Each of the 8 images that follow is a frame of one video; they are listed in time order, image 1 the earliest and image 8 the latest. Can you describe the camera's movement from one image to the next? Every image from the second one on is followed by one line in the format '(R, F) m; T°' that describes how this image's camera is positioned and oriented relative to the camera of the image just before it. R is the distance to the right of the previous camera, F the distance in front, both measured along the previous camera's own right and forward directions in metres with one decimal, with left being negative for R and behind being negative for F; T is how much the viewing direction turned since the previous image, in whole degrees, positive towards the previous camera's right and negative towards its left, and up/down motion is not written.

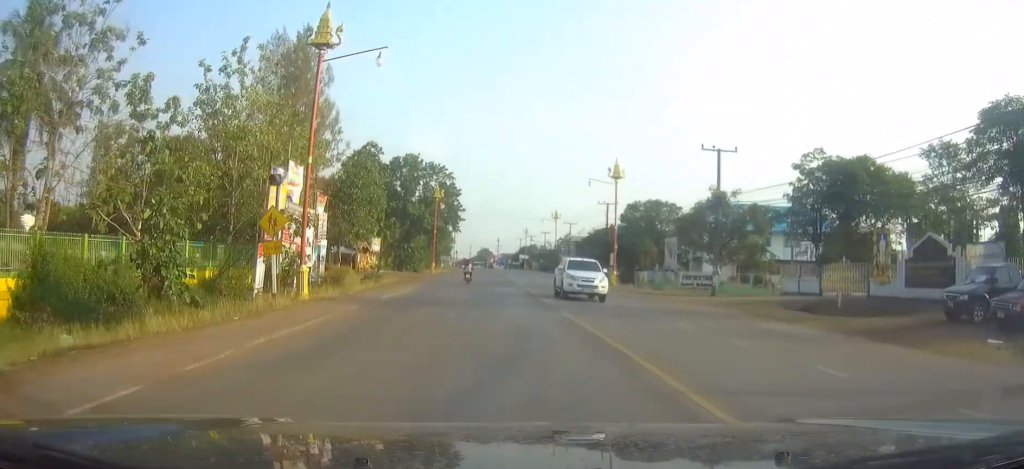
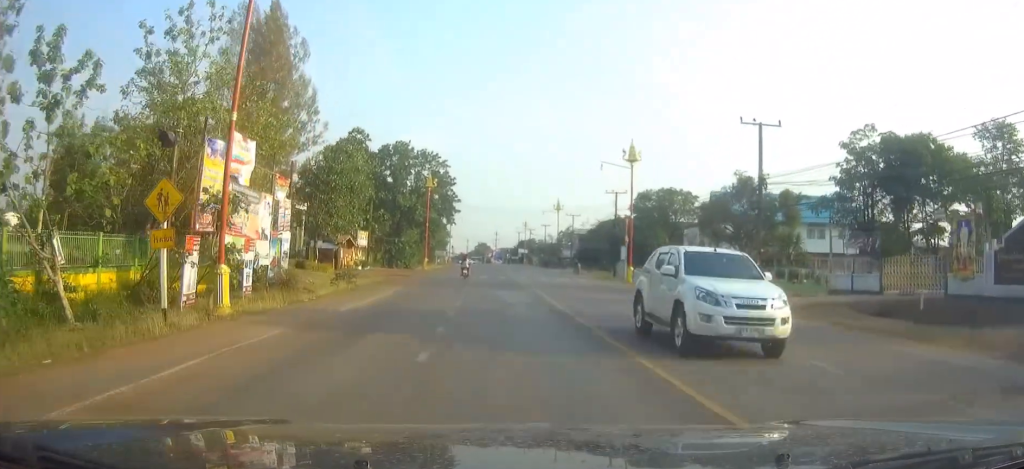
(0.0, +7.7) m; 0°
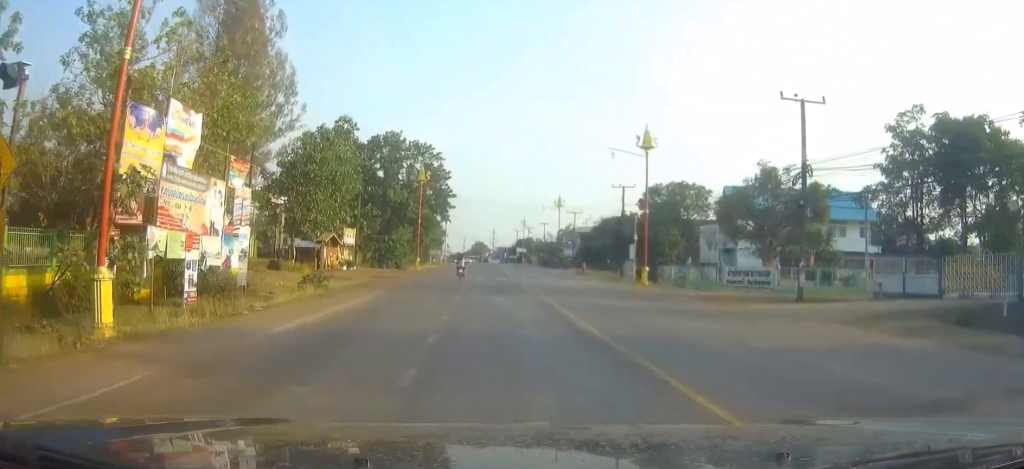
(+0.1, +5.8) m; 0°
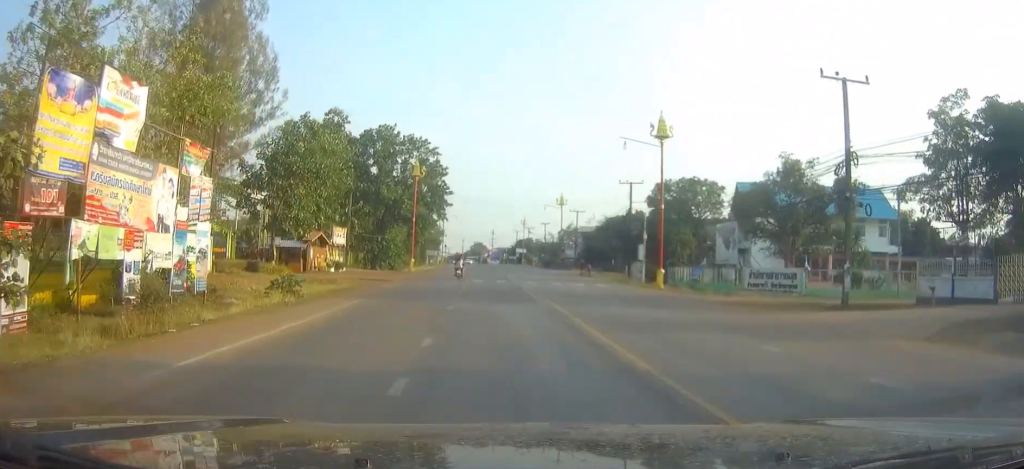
(0.0, +4.4) m; 0°
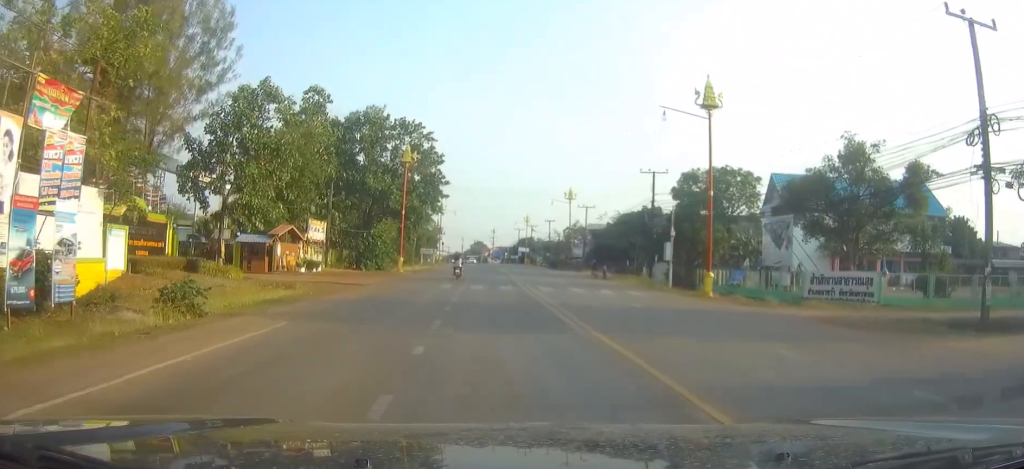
(0.0, +9.5) m; +1°
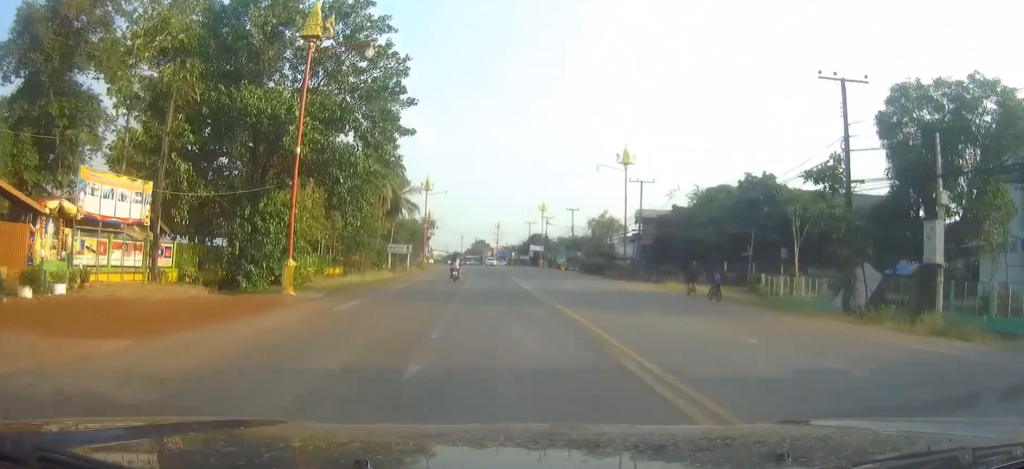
(-0.3, +33.9) m; -1°
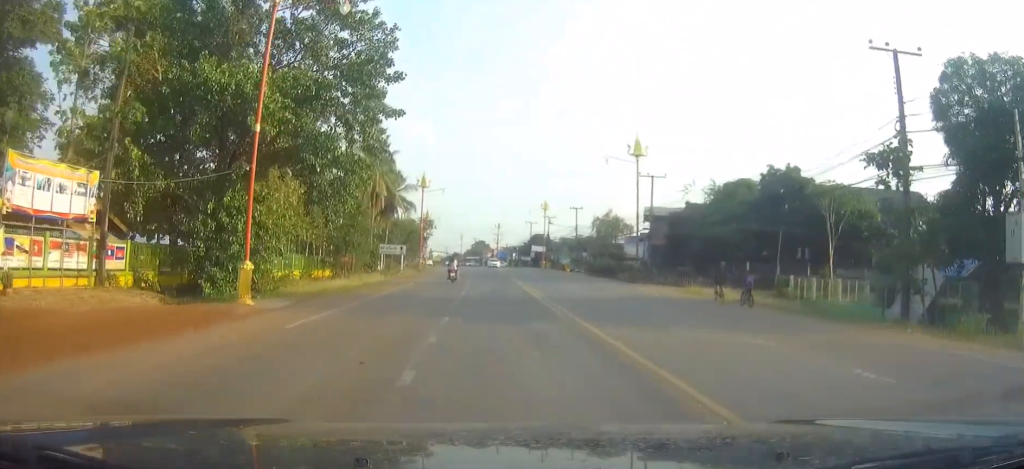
(0.0, +4.5) m; 0°
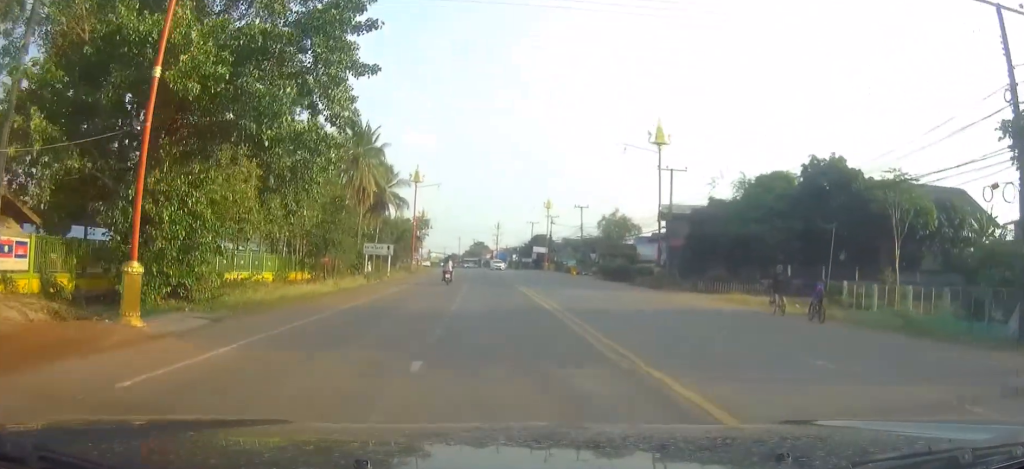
(0.0, +7.0) m; 0°
